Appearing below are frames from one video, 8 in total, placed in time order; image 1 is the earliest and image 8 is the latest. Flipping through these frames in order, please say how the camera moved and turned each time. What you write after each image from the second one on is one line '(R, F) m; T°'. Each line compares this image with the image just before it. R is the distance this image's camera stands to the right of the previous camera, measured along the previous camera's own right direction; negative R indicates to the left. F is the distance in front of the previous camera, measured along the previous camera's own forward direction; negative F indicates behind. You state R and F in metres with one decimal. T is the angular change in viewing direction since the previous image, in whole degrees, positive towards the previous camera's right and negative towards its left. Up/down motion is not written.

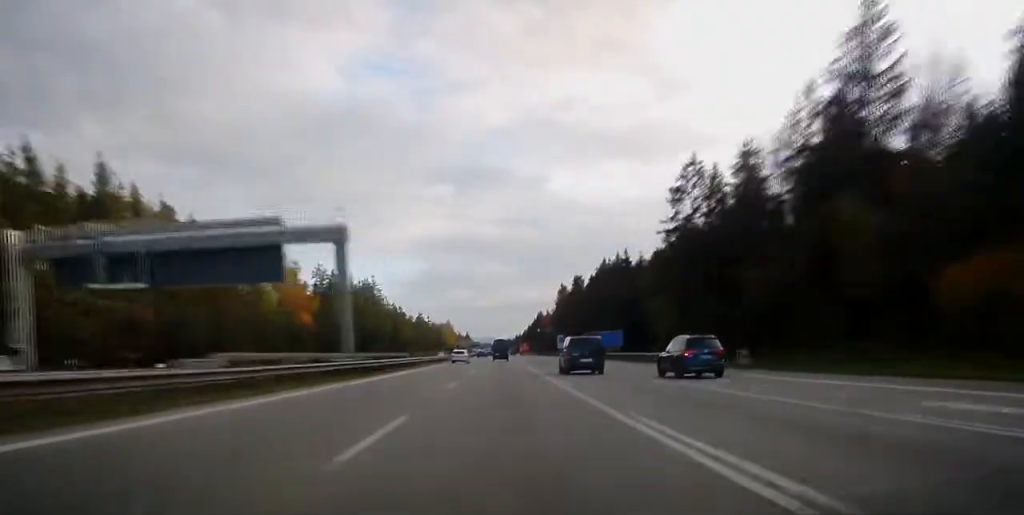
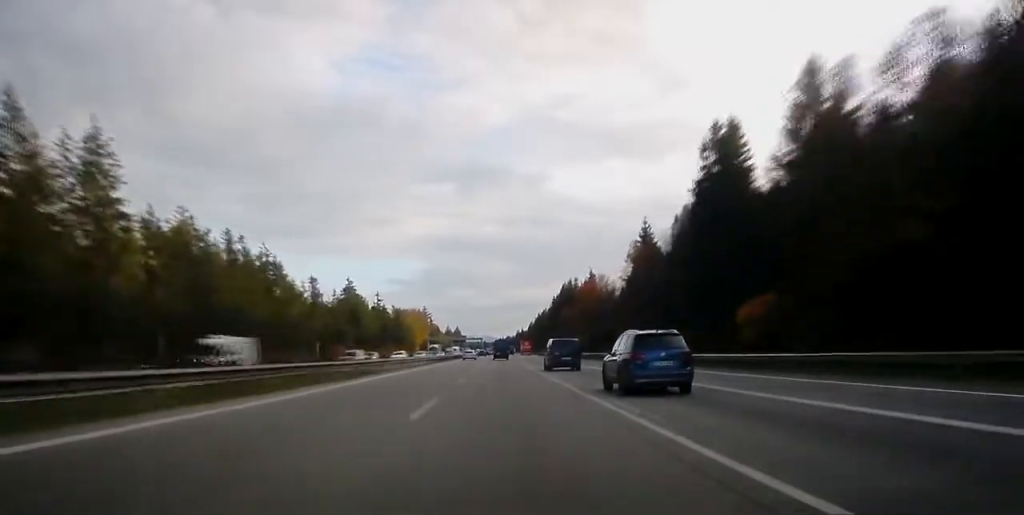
(-0.7, +195.1) m; 0°
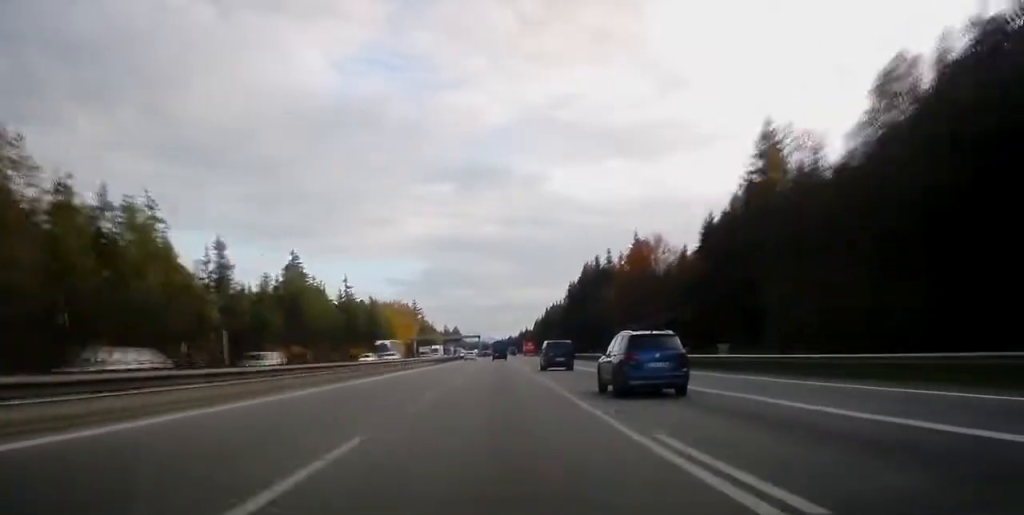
(-0.1, +61.8) m; 0°
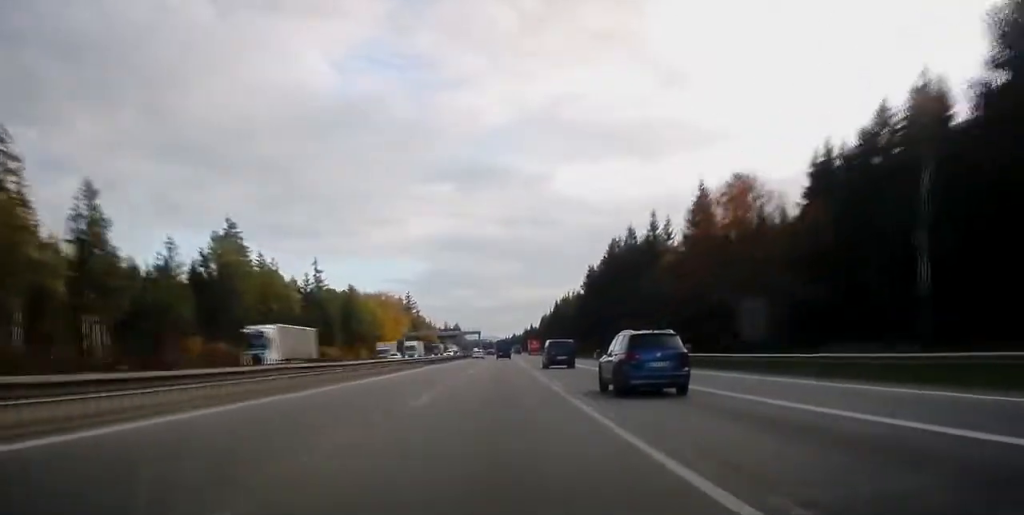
(0.0, +43.1) m; 0°
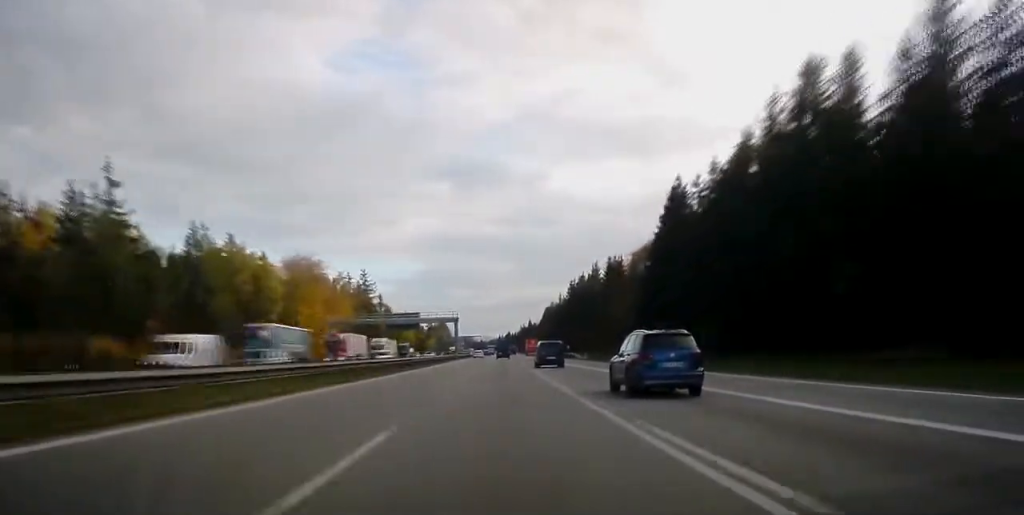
(+0.1, +101.0) m; 0°
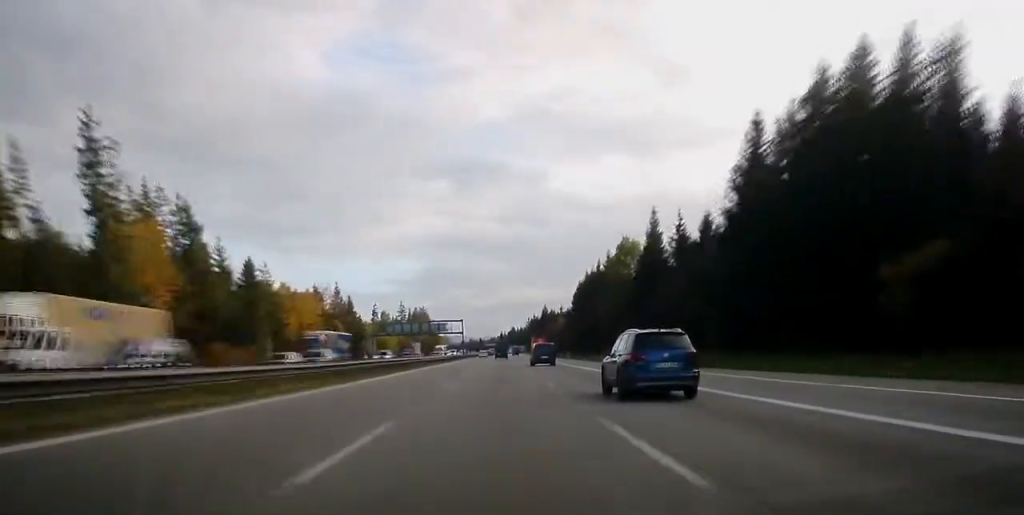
(0.0, +177.2) m; 0°
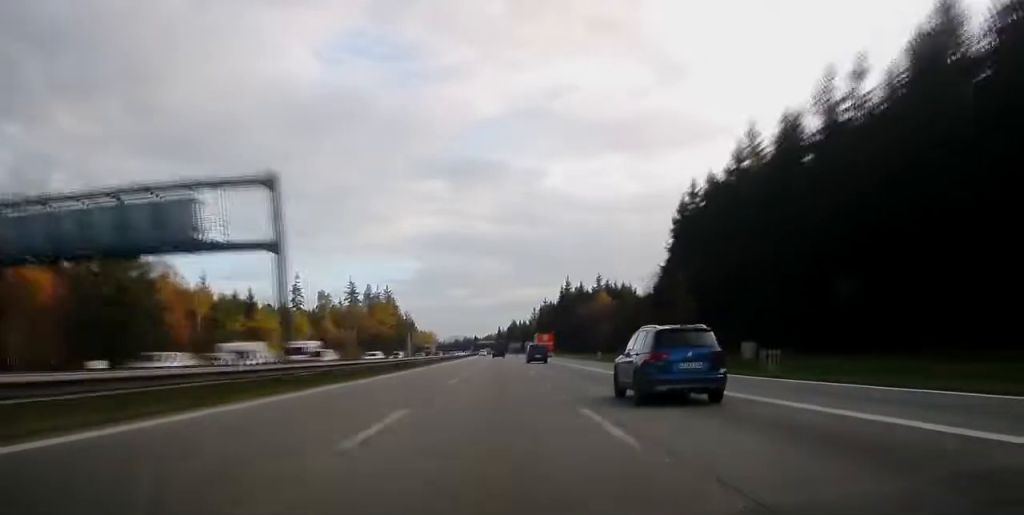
(+0.3, +141.9) m; 0°
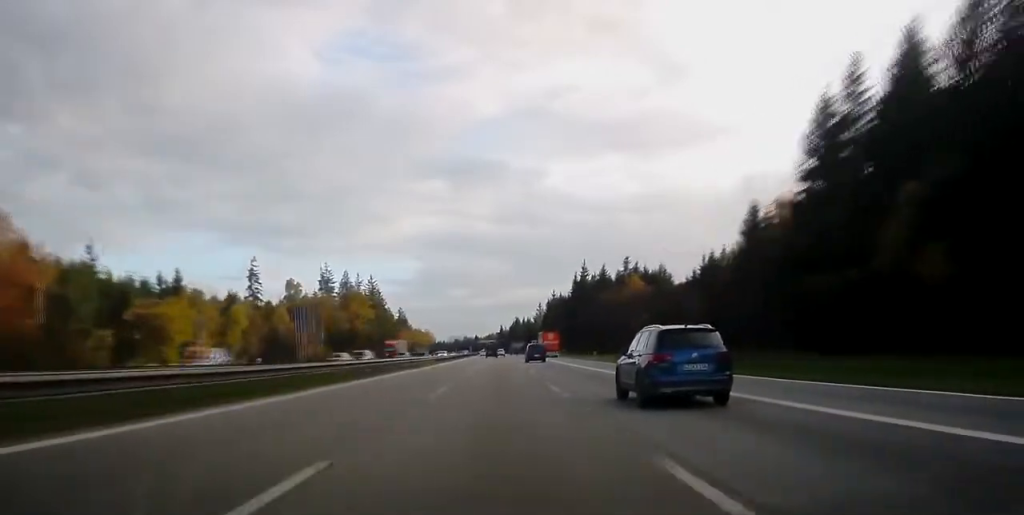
(+0.1, +43.5) m; 0°
